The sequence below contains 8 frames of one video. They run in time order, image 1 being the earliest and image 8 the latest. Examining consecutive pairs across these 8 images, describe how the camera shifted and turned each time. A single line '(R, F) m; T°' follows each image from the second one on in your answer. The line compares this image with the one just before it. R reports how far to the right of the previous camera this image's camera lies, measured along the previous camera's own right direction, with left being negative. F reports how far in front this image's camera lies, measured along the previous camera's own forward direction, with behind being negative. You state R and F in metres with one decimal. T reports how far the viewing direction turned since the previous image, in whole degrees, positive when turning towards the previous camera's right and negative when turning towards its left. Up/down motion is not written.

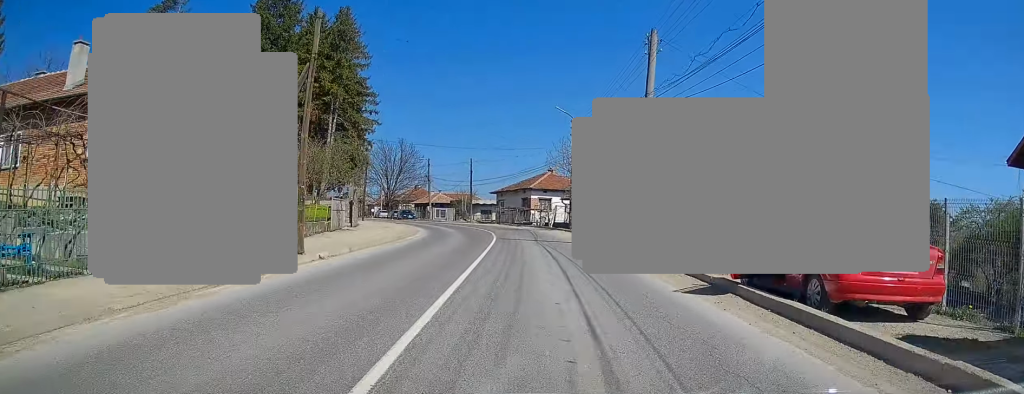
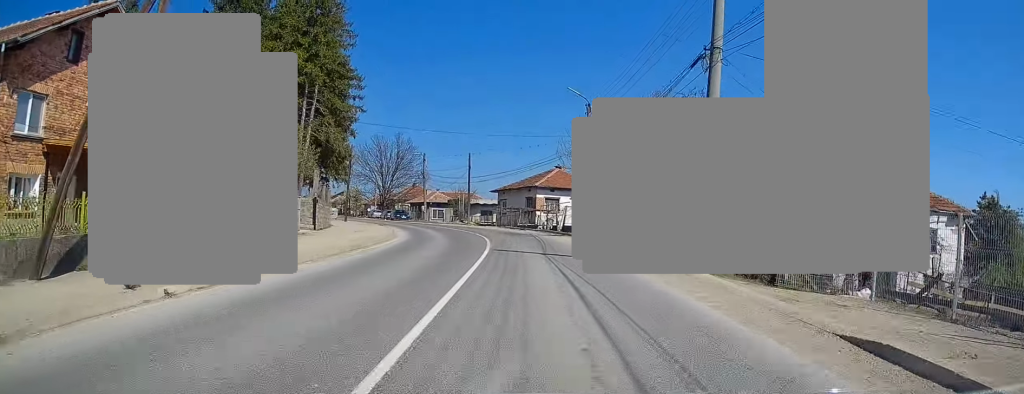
(0.0, +7.2) m; 0°
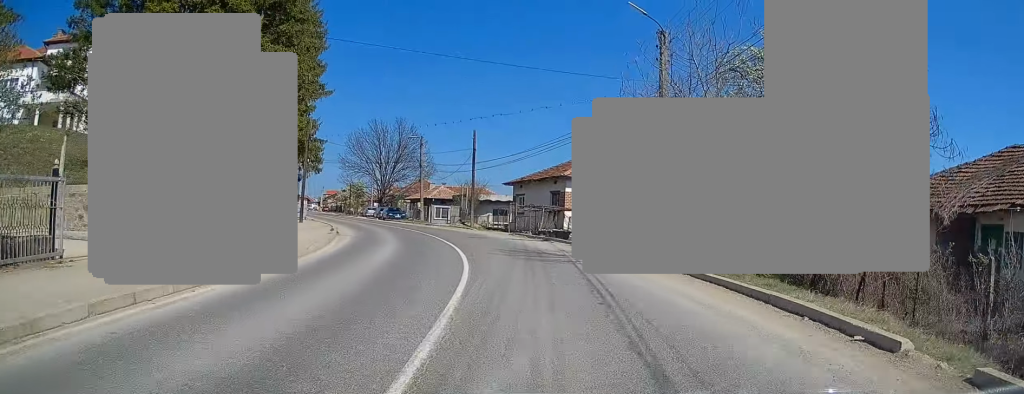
(-0.4, +15.2) m; -4°
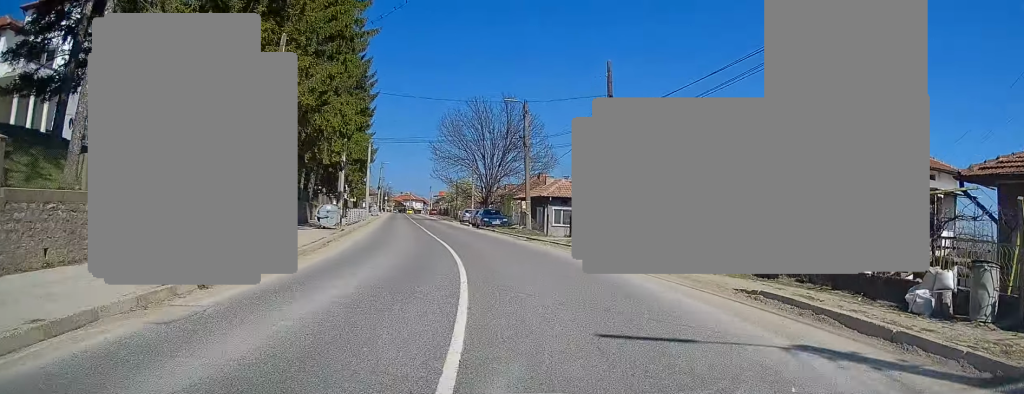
(-1.6, +20.1) m; -10°
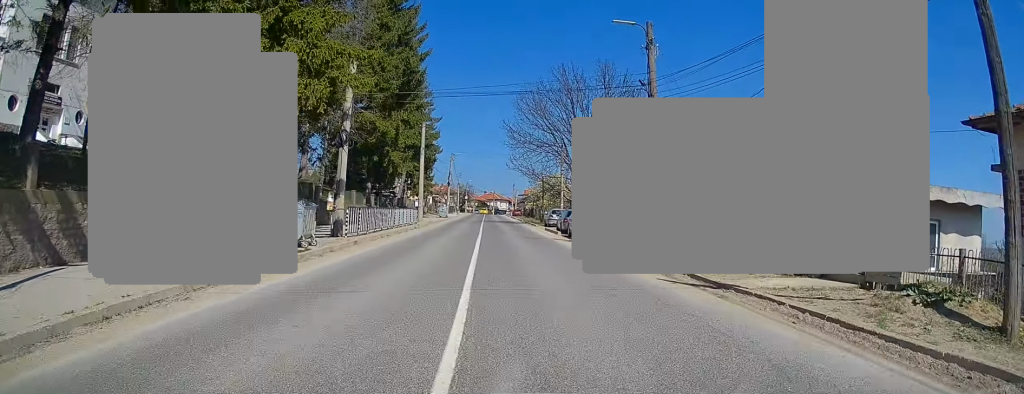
(-1.0, +15.6) m; -6°
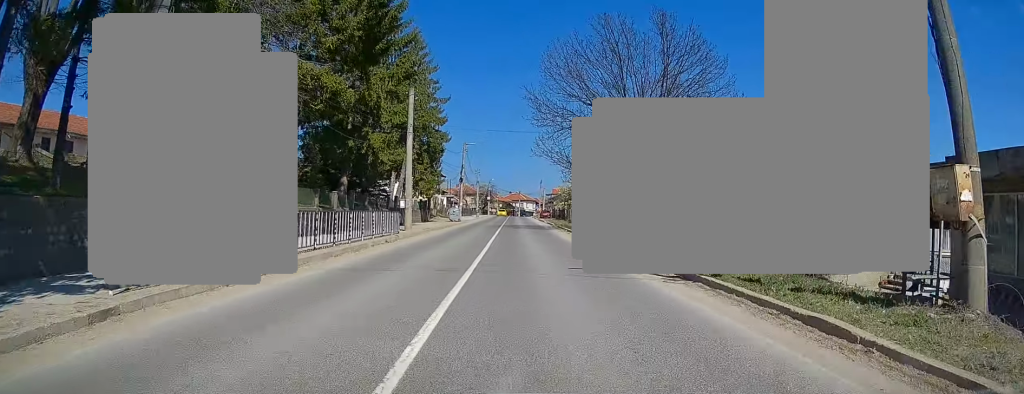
(-0.2, +14.3) m; -2°
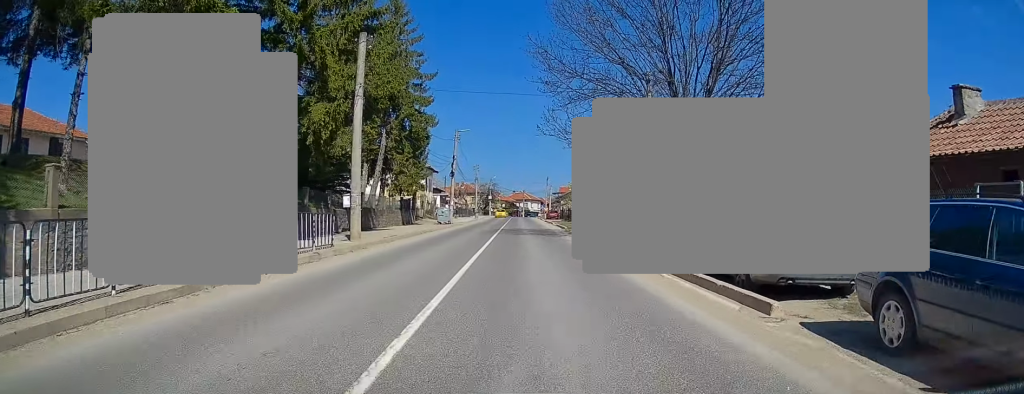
(-0.3, +11.0) m; -1°
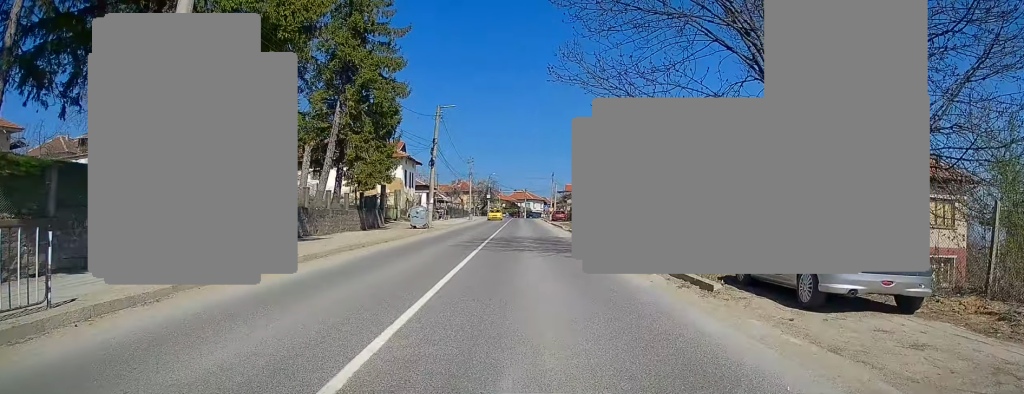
(0.0, +12.4) m; 0°
